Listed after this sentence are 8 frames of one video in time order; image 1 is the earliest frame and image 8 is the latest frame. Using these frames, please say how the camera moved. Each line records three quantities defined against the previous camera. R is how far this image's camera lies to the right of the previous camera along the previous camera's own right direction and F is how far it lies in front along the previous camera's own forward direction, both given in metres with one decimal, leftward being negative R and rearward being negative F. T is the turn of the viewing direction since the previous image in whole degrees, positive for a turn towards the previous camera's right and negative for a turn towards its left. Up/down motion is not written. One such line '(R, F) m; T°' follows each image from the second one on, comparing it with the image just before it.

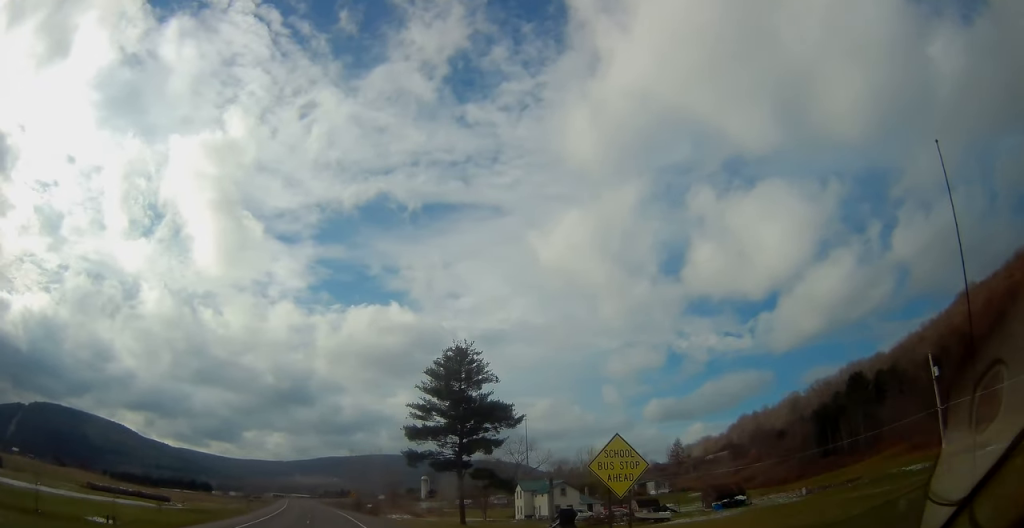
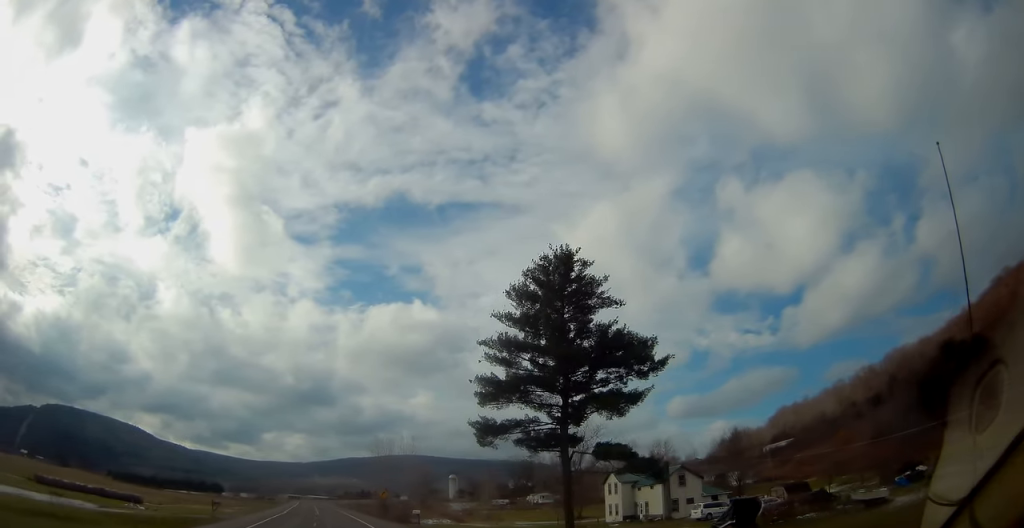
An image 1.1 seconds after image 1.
(-0.2, +27.3) m; -1°
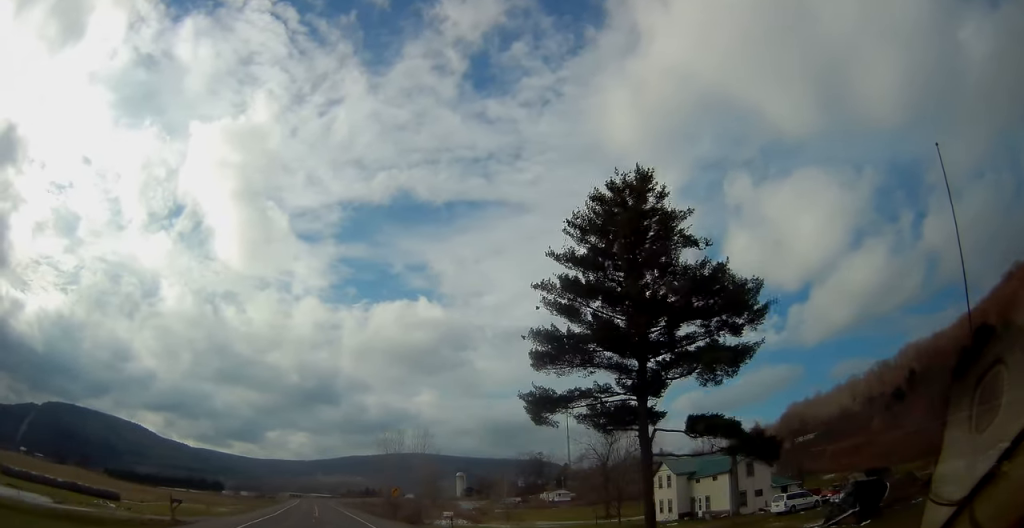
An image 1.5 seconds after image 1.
(-0.1, +11.1) m; 0°
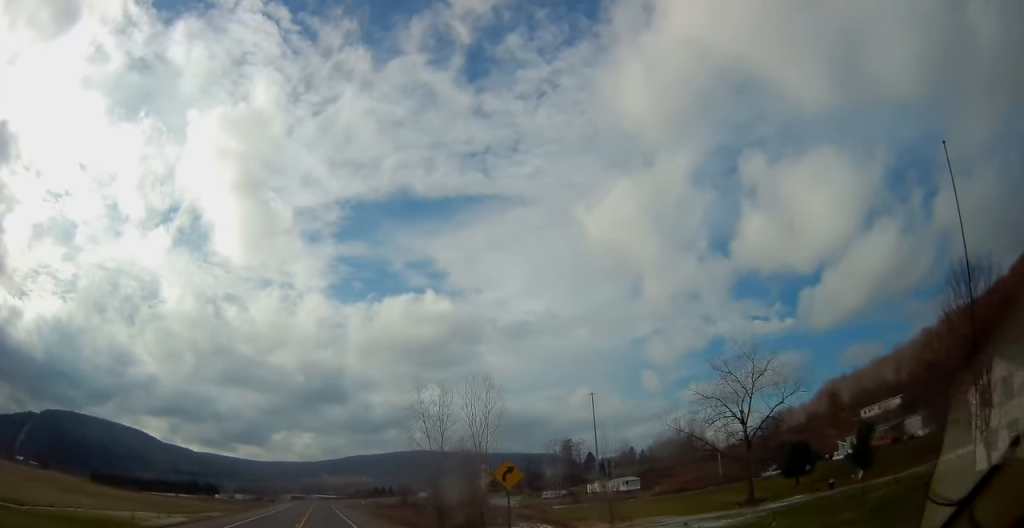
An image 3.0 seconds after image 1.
(-0.4, +38.4) m; -1°
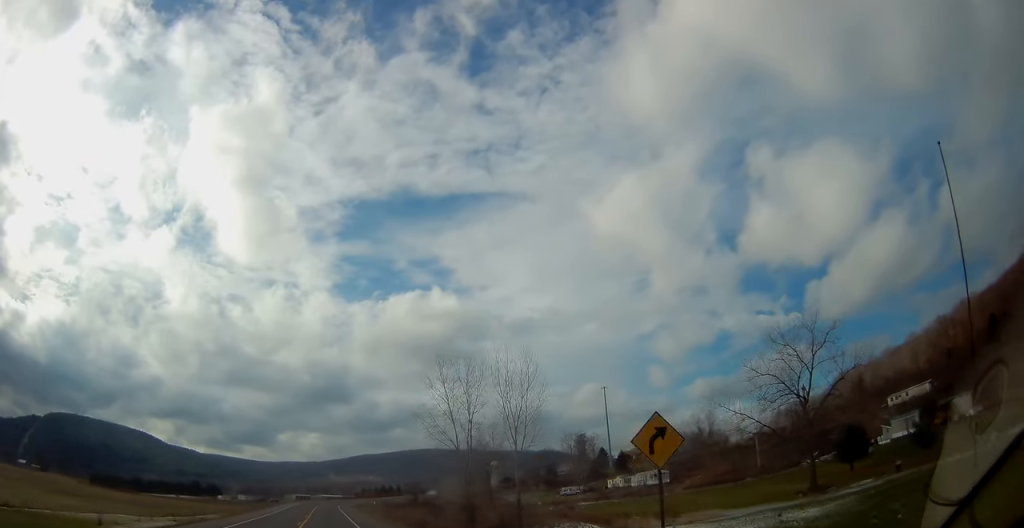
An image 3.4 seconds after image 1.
(-0.1, +10.2) m; 0°
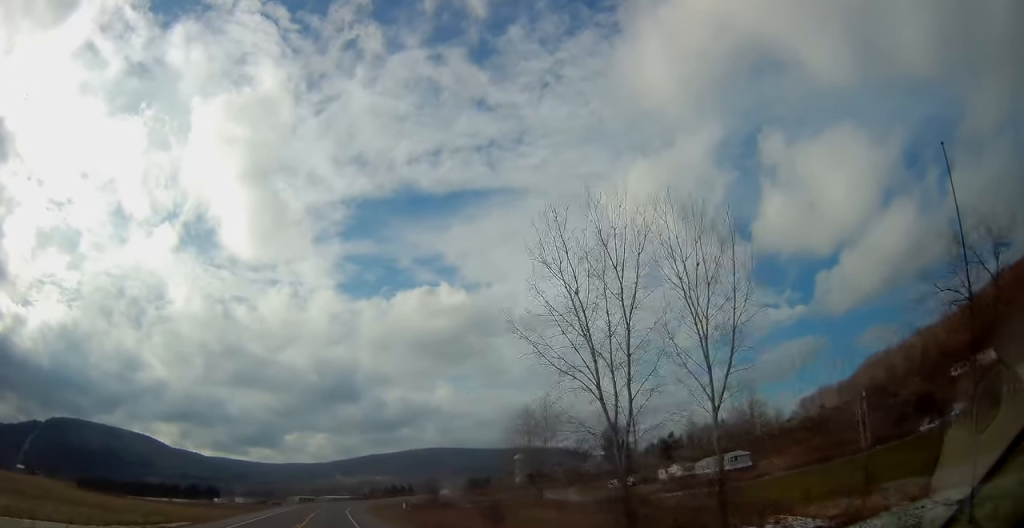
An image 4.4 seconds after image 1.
(-0.2, +26.4) m; -1°
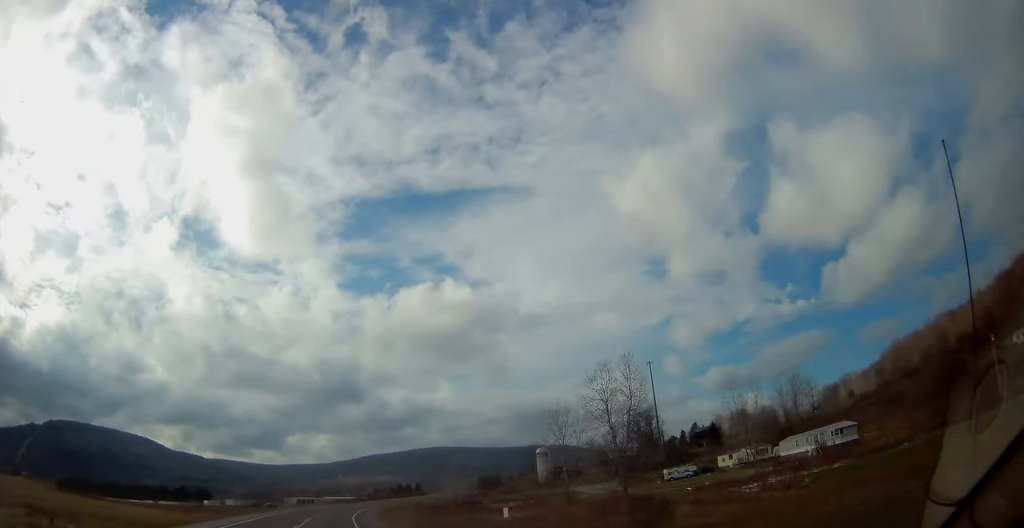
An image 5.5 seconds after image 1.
(-0.2, +26.4) m; -1°
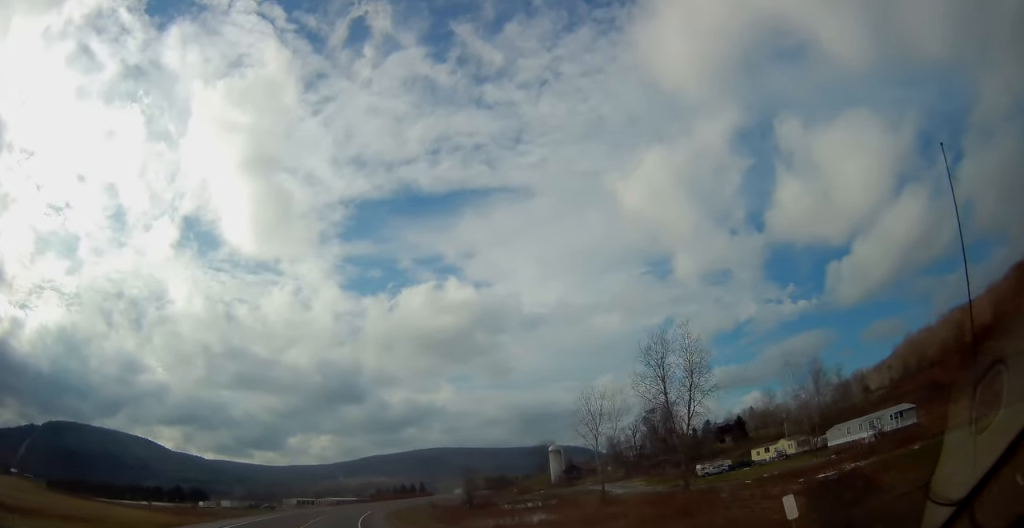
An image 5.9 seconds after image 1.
(-0.2, +11.9) m; 0°
